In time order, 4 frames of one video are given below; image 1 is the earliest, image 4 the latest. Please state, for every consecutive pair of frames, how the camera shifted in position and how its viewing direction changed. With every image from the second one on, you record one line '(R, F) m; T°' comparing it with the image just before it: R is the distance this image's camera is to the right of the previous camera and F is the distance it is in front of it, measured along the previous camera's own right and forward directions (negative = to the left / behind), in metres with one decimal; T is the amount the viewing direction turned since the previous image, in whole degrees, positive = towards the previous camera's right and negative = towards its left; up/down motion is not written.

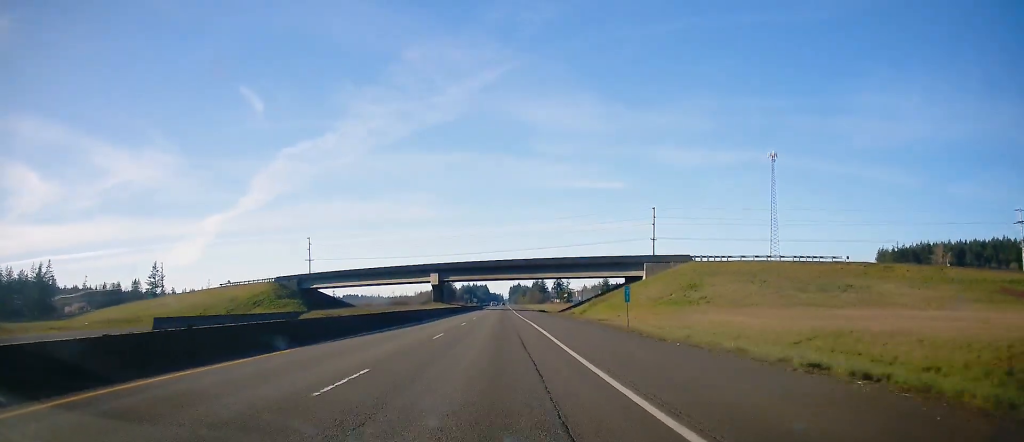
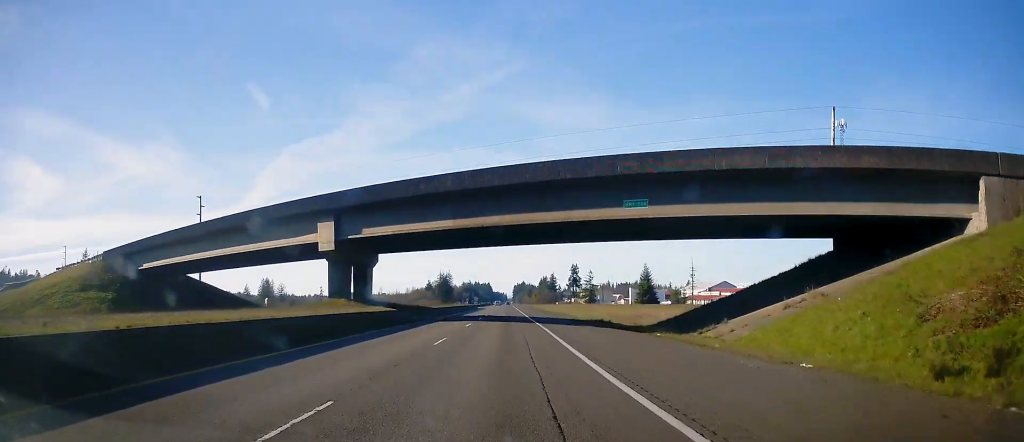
(0.0, +65.6) m; 0°
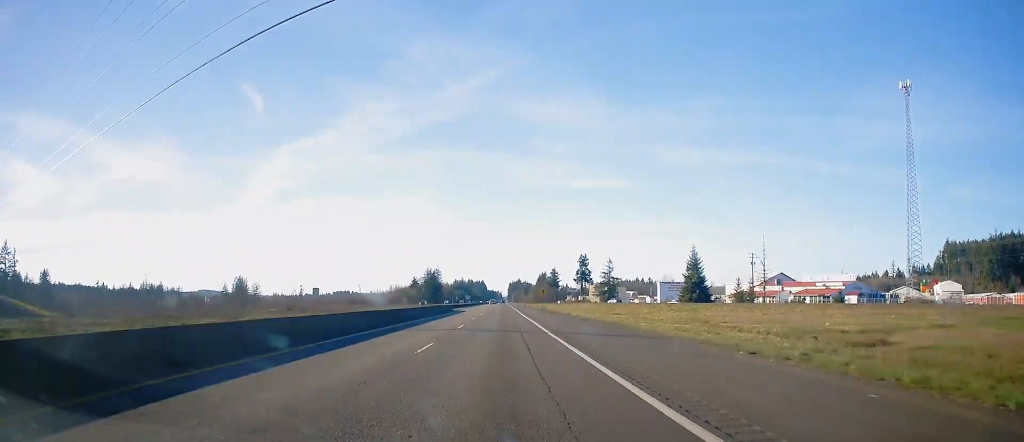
(0.0, +51.9) m; 0°
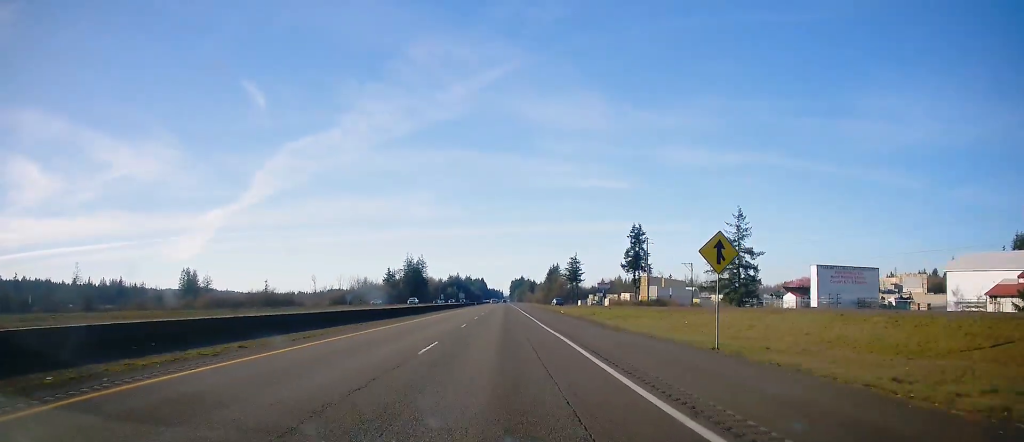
(-0.6, +98.7) m; 0°
